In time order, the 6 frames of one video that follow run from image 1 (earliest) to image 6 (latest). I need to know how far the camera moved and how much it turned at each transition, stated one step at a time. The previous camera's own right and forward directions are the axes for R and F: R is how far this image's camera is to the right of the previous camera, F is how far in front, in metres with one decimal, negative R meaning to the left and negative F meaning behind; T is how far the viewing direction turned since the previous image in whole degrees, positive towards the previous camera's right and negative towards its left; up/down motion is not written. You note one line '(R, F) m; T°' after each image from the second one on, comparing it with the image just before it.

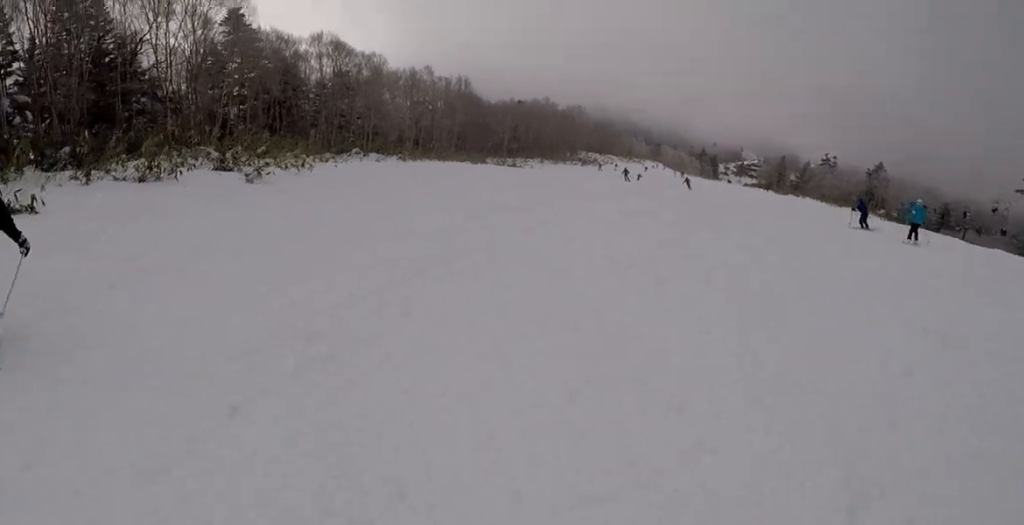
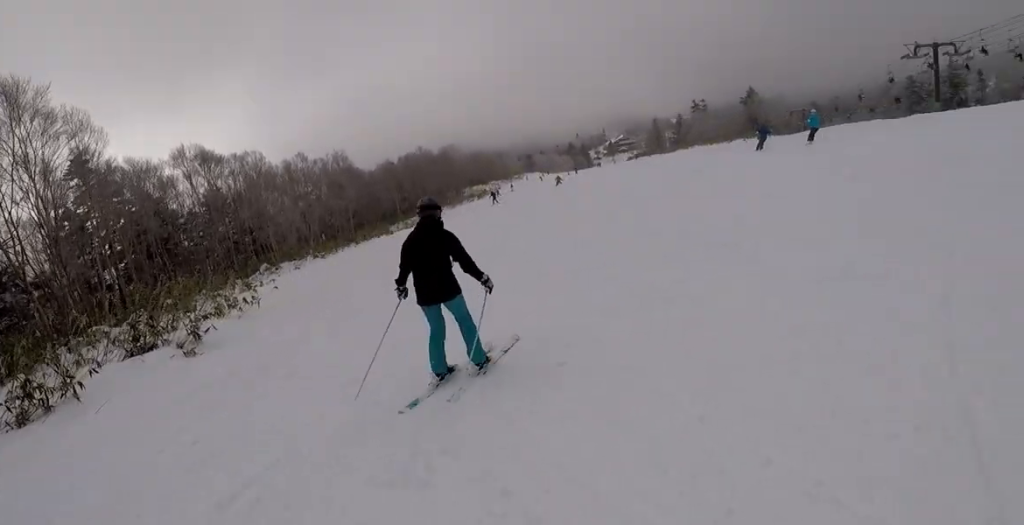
(-2.9, +7.5) m; -16°
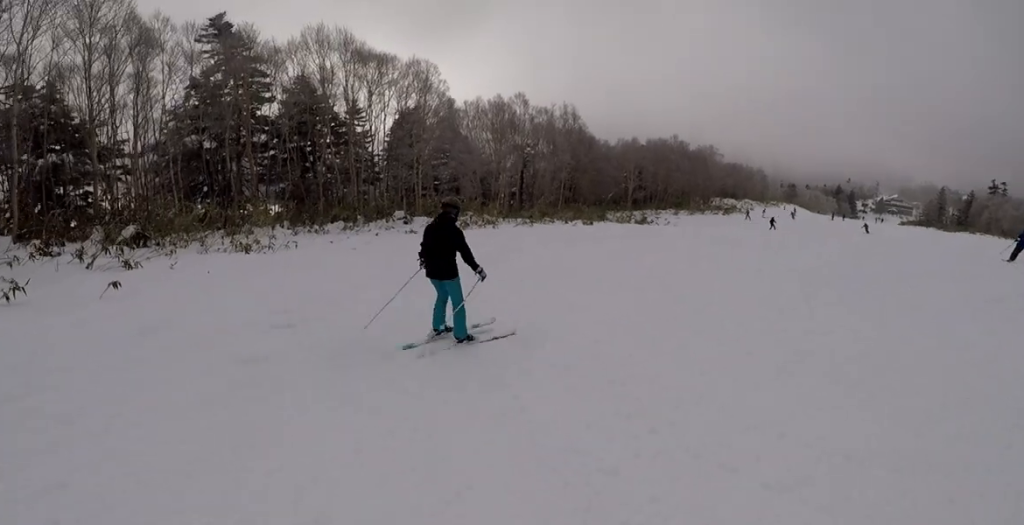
(+7.6, +14.5) m; +5°
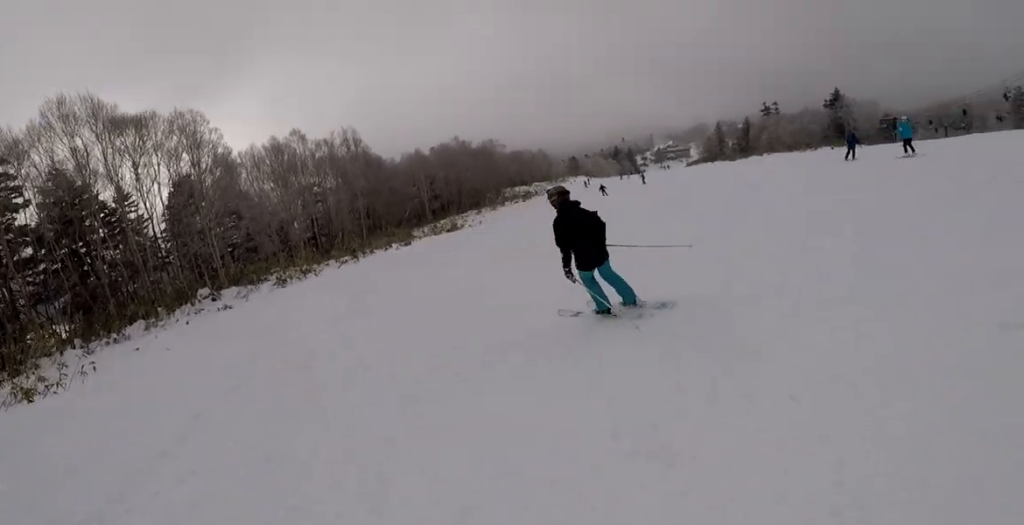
(-0.4, +3.7) m; -1°
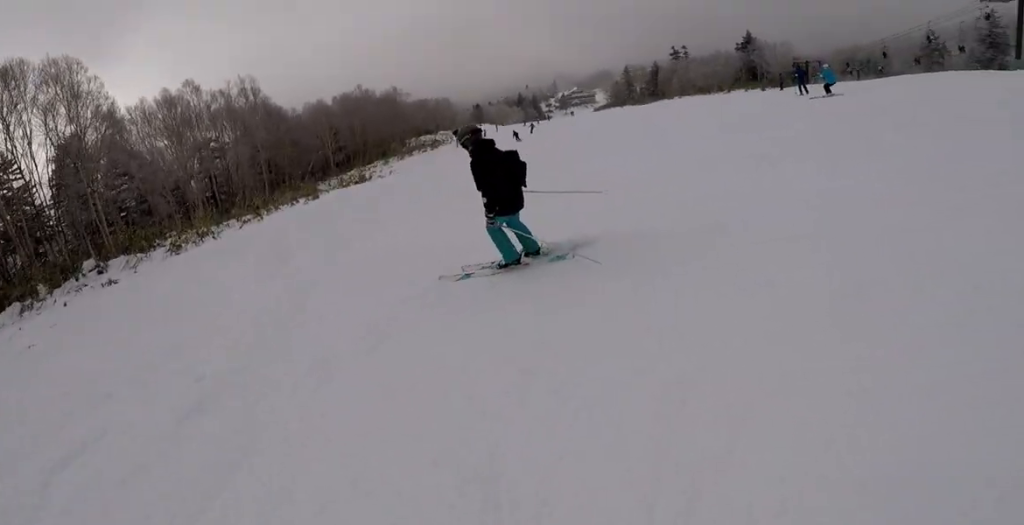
(-0.4, +3.0) m; +7°
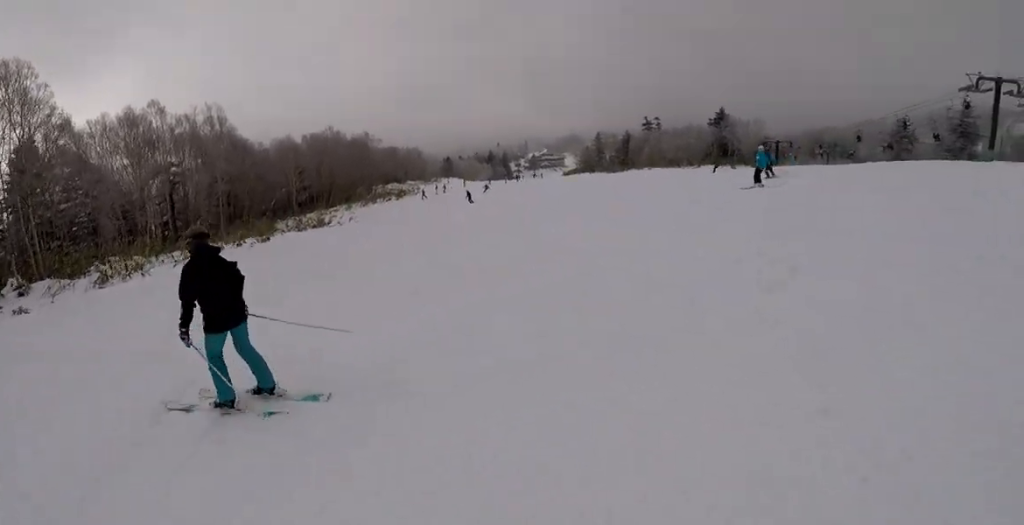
(+0.7, +2.4) m; +8°
